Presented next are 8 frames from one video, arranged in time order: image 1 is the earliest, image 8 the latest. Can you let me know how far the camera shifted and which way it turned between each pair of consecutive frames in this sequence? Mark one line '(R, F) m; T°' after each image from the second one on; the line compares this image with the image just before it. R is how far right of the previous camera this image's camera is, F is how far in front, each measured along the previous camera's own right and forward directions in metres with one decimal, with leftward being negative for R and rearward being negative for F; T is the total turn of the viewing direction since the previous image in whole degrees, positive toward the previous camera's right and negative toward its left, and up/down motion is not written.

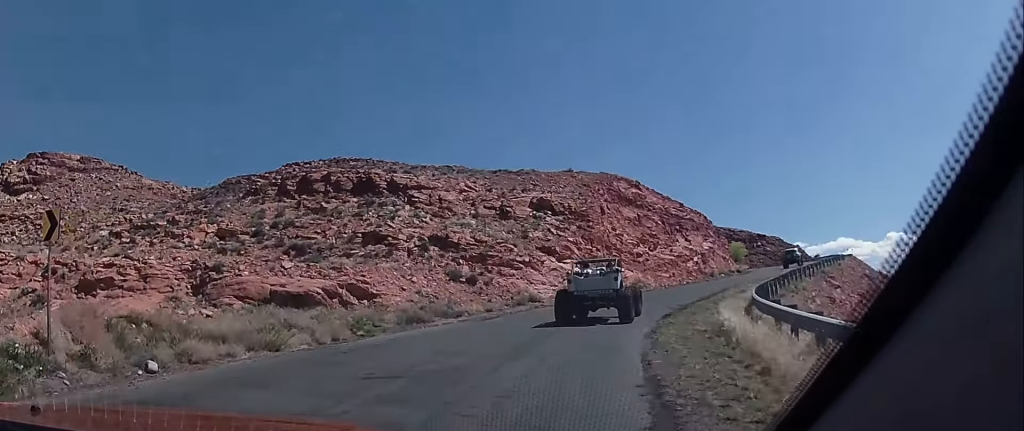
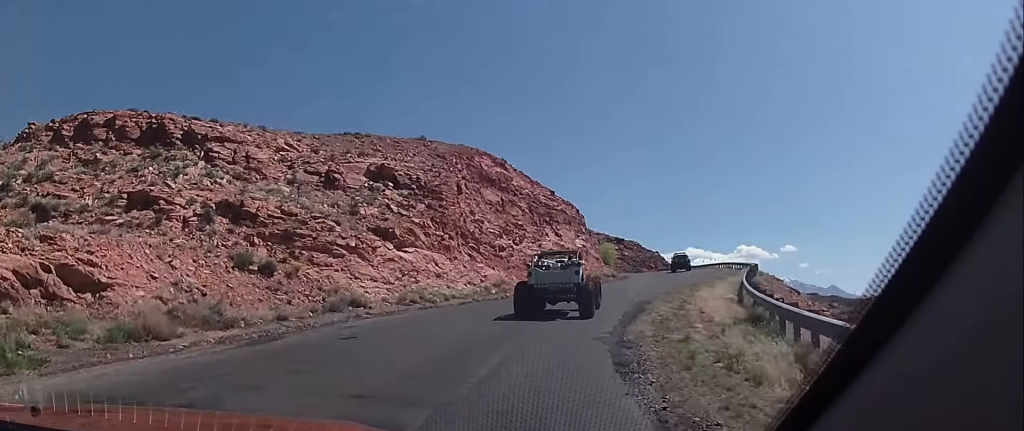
(+1.6, +13.2) m; +18°
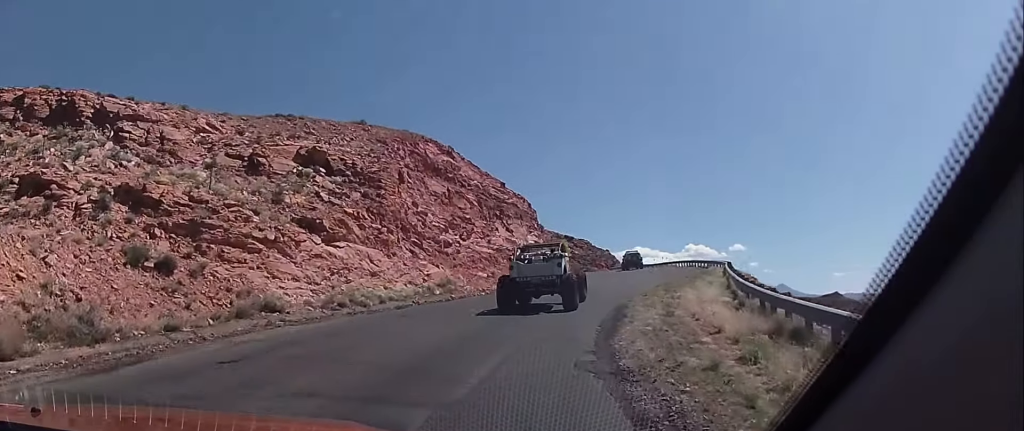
(+0.7, +4.6) m; +7°
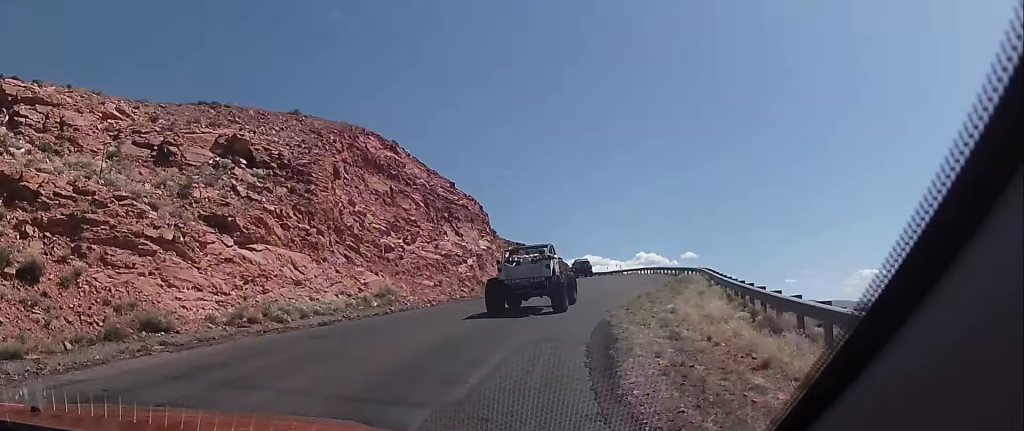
(+0.7, +5.0) m; +7°
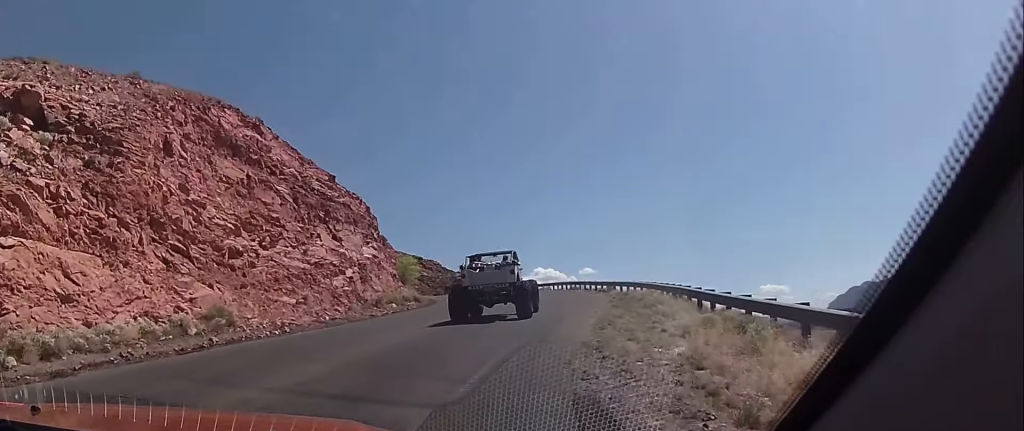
(+0.1, +10.3) m; +1°
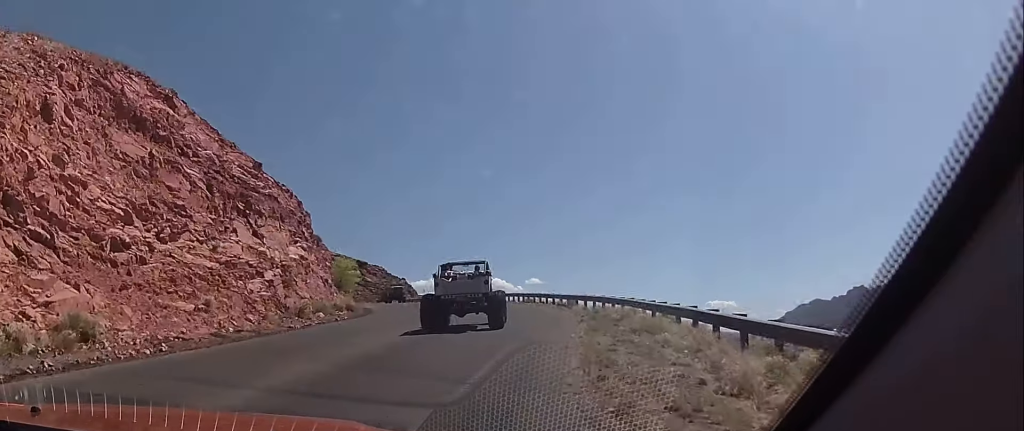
(0.0, +6.0) m; 0°
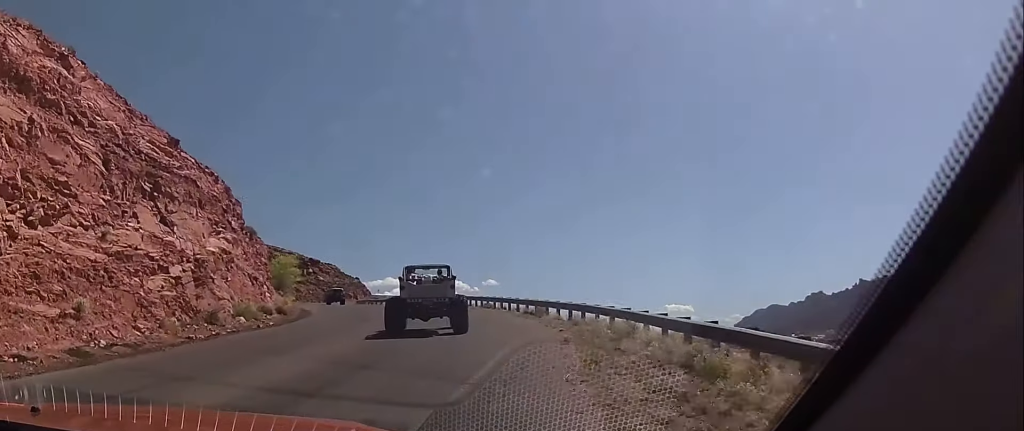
(0.0, +6.0) m; 0°
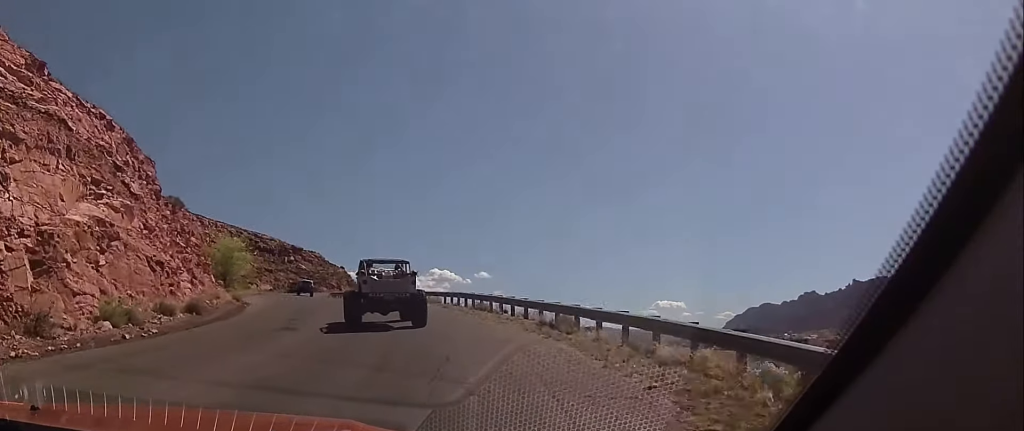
(0.0, +11.8) m; 0°
